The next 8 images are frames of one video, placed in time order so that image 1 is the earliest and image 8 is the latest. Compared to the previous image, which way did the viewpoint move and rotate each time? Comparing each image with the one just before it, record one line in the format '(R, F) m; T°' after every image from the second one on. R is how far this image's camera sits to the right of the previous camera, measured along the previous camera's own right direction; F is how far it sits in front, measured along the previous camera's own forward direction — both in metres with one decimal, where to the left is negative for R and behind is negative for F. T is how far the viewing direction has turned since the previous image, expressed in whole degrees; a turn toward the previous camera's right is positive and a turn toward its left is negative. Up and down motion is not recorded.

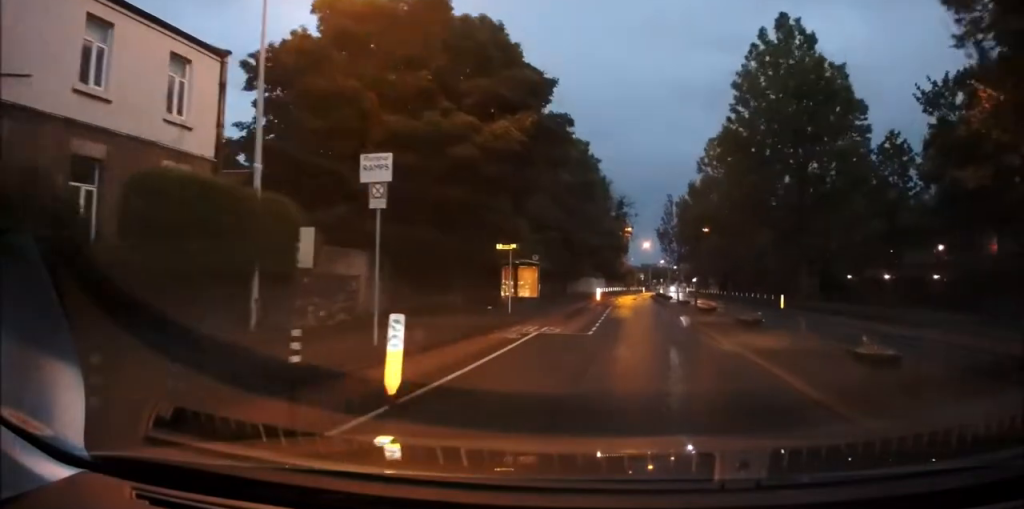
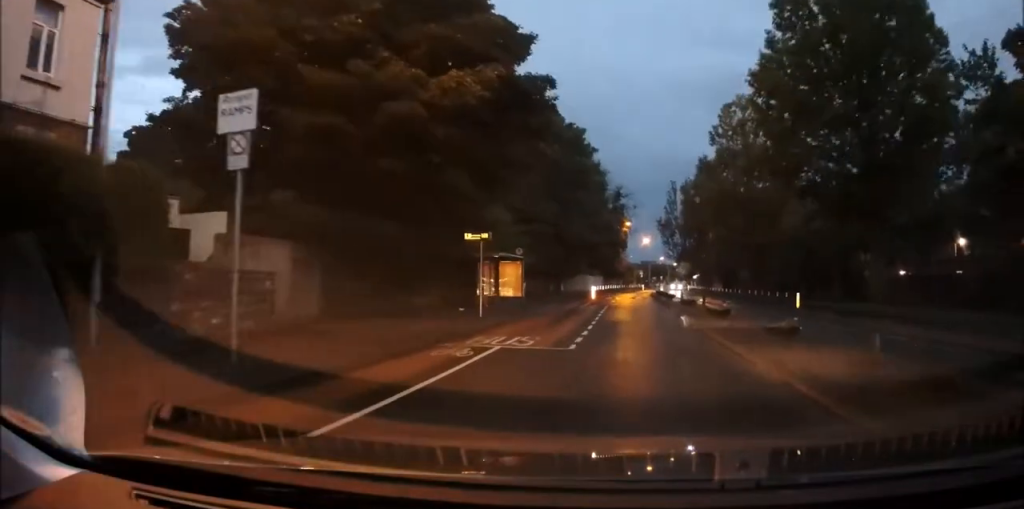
(0.0, +4.2) m; 0°
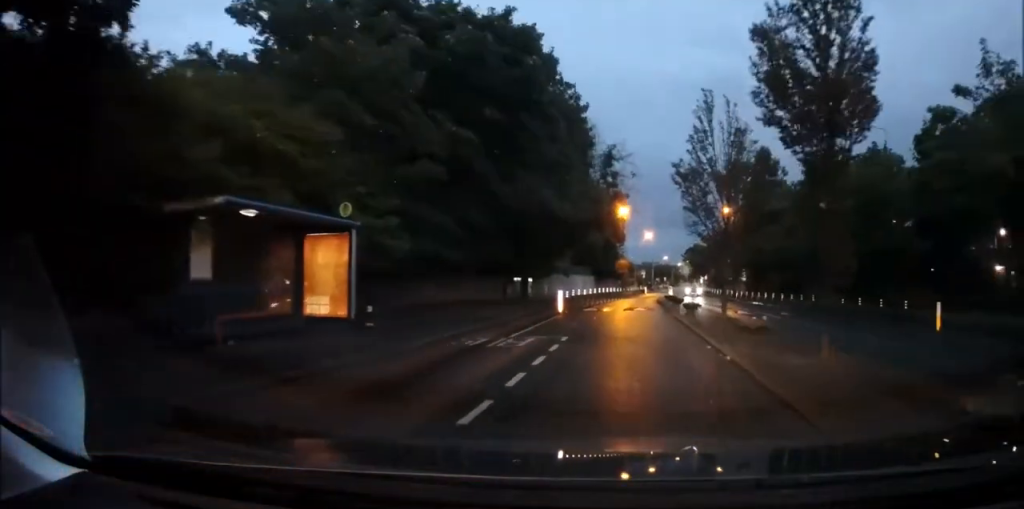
(+0.2, +17.7) m; +2°
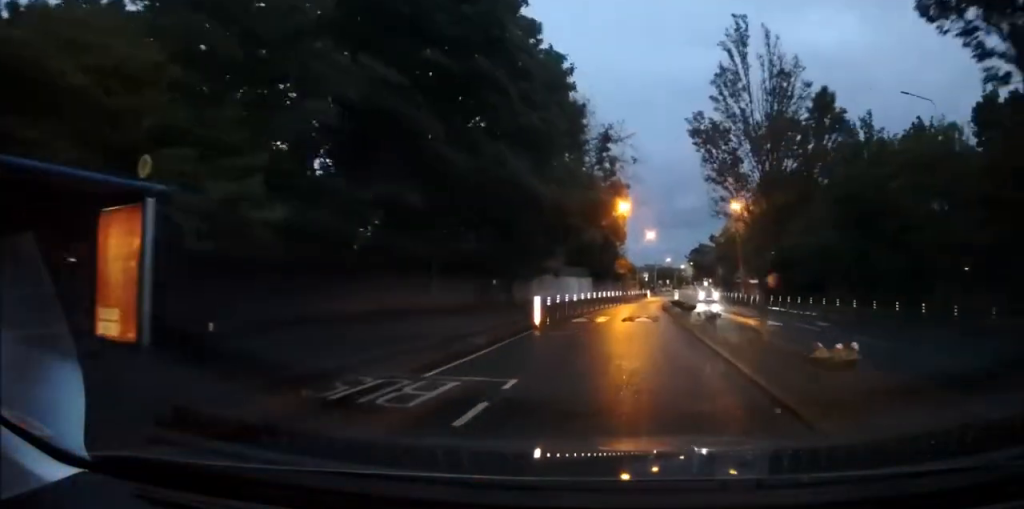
(+0.2, +5.9) m; -1°
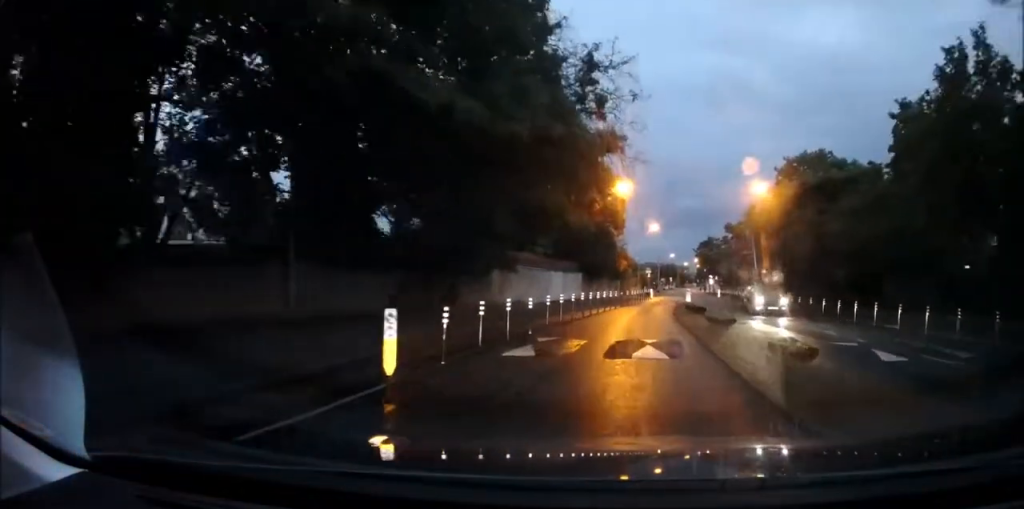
(-0.4, +11.3) m; -3°
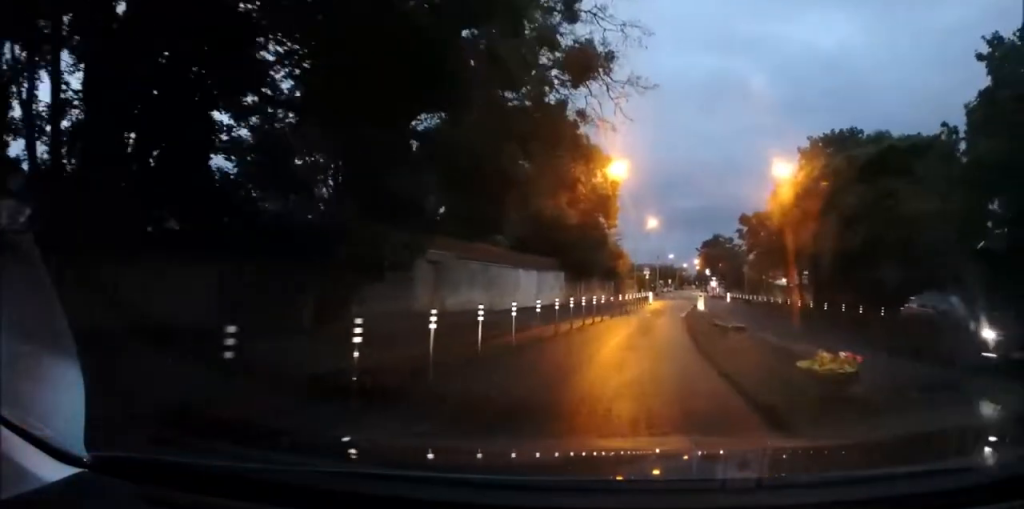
(-0.1, +9.9) m; +3°
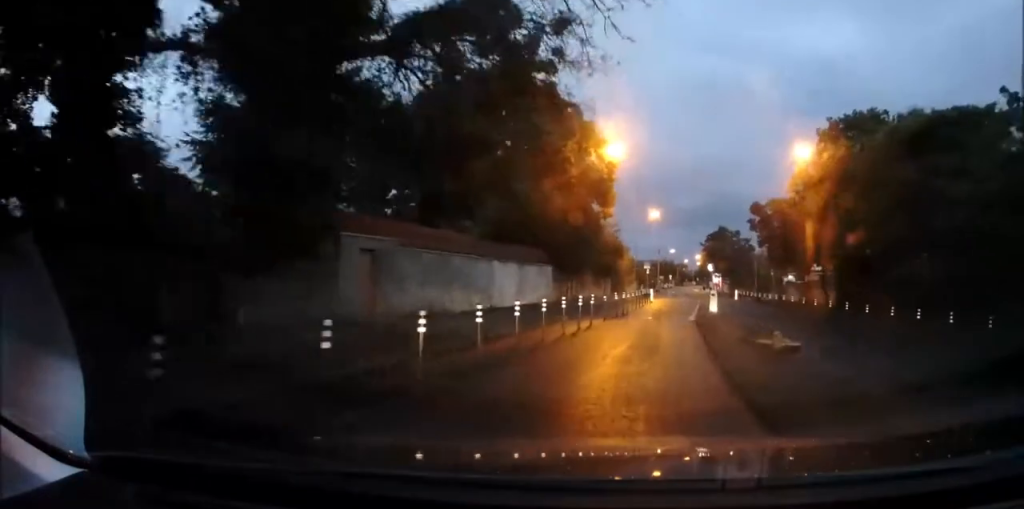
(+0.1, +5.3) m; +2°
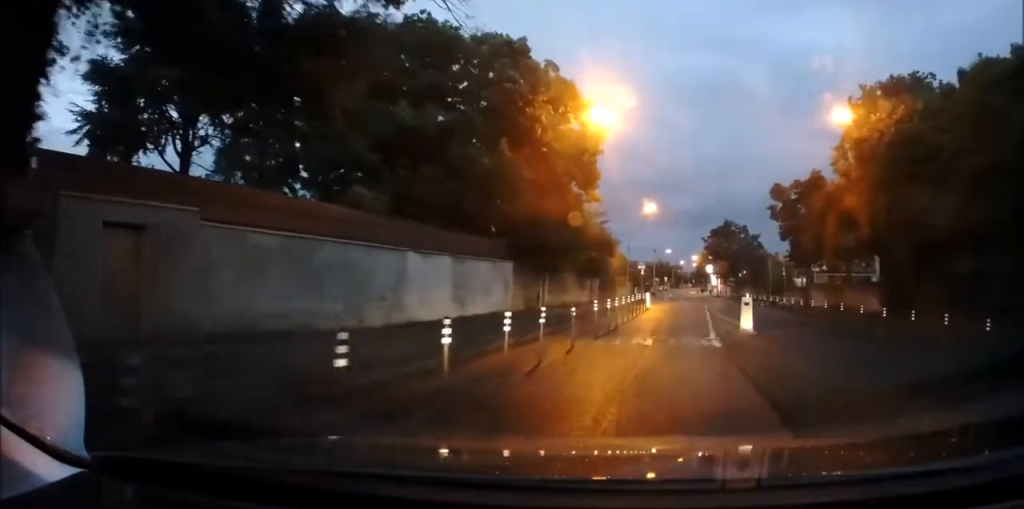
(+0.5, +8.9) m; +4°
